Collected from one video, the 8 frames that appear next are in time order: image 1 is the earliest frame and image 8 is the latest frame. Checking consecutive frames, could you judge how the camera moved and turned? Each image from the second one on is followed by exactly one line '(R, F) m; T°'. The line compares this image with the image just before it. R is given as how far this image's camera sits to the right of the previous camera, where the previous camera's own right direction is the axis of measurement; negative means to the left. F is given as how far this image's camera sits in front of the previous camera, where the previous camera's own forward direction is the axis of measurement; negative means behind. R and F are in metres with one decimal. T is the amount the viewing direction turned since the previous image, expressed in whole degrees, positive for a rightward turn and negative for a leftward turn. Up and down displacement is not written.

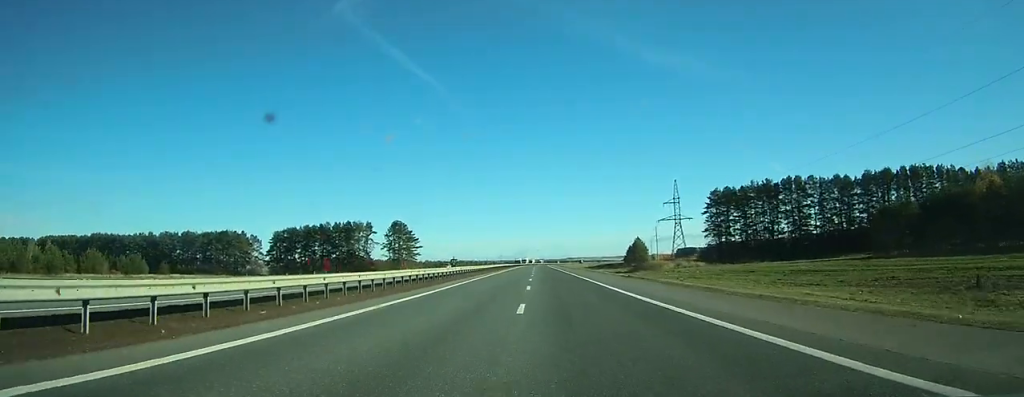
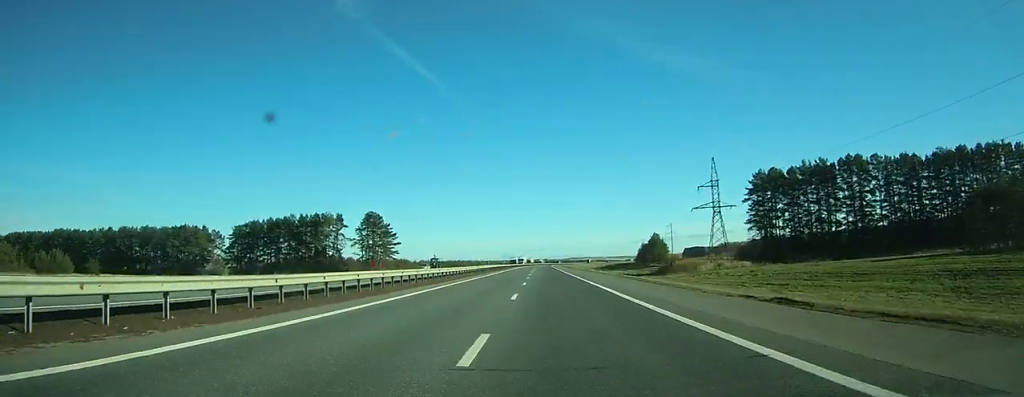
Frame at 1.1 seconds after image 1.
(0.0, +32.4) m; 0°
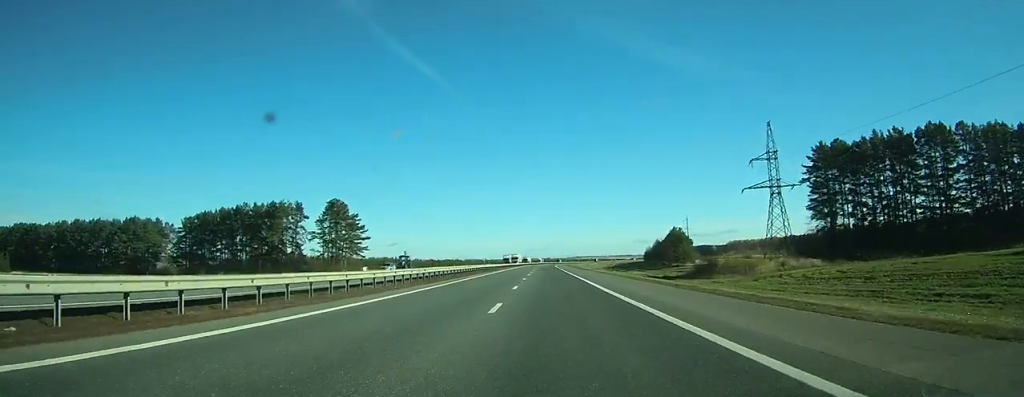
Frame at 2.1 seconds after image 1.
(-0.2, +28.5) m; 0°
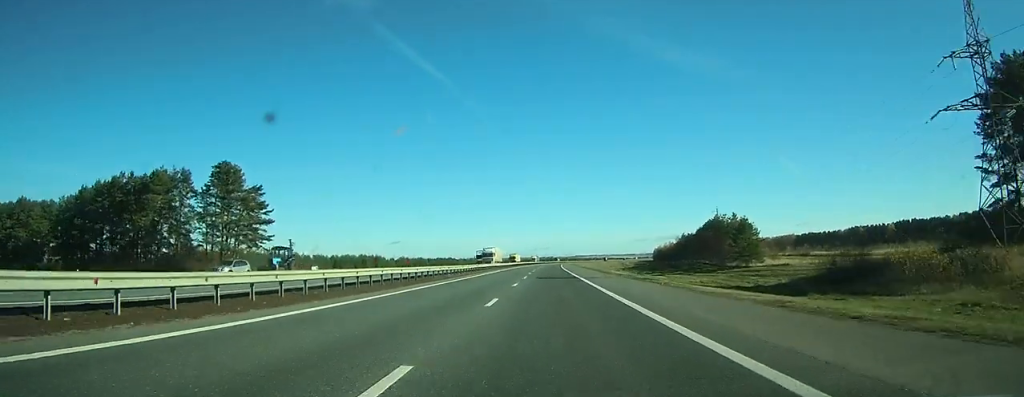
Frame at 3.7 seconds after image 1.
(-0.1, +44.7) m; 0°
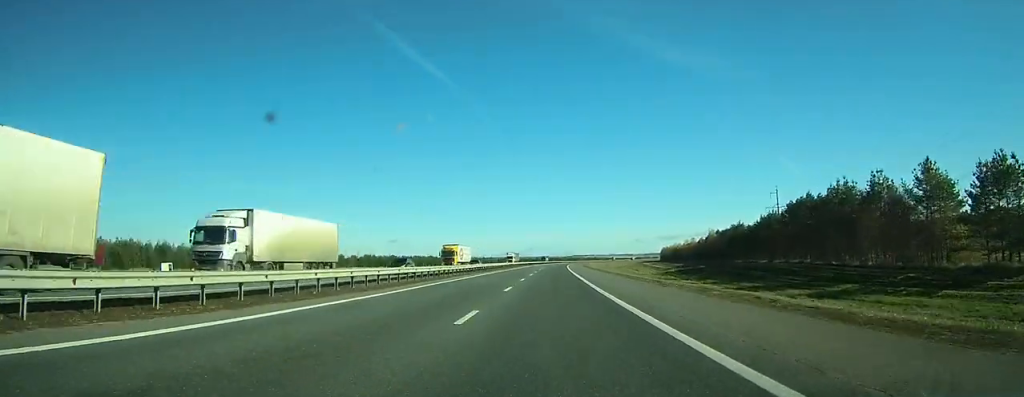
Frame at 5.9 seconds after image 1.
(+0.3, +62.2) m; +1°
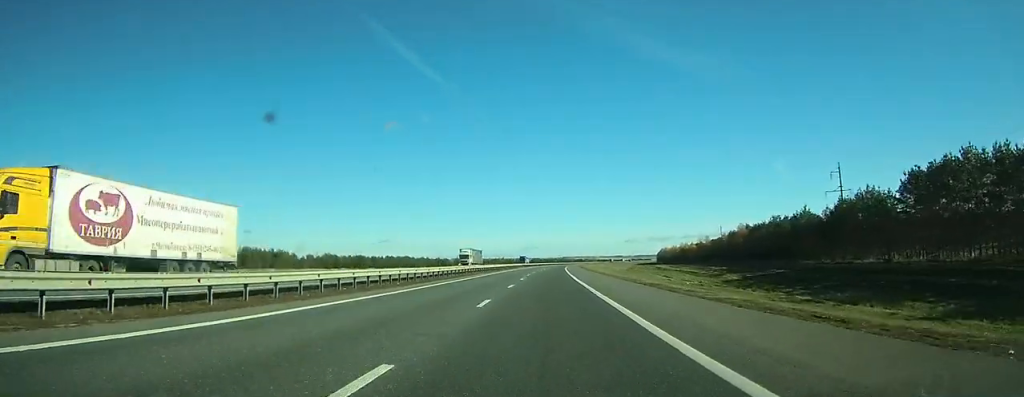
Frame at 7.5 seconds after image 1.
(+0.1, +42.2) m; +1°
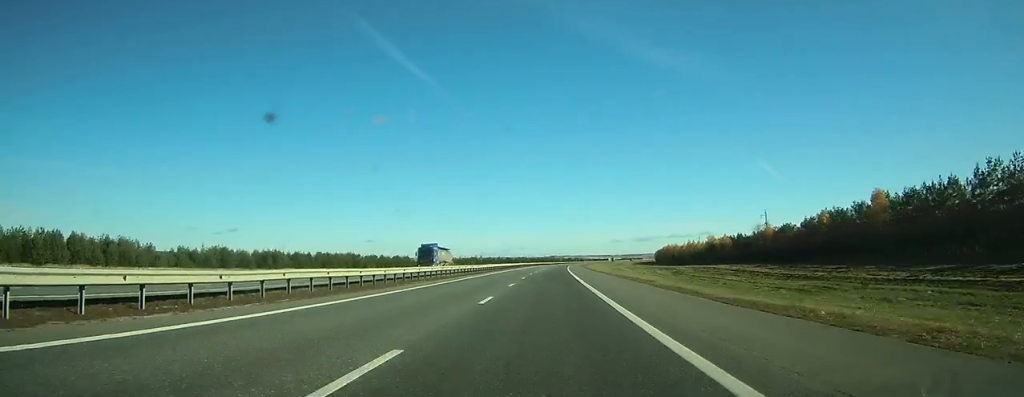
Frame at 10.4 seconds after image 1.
(+1.1, +74.9) m; +2°
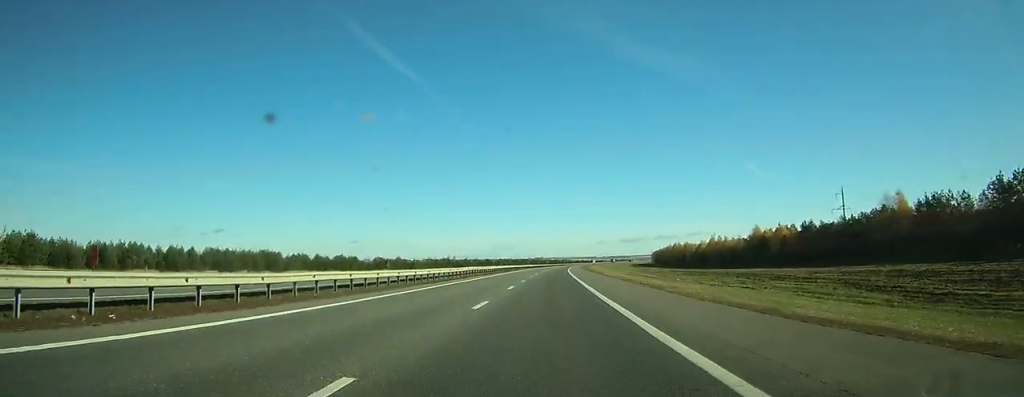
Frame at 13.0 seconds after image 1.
(+0.5, +65.9) m; +1°
